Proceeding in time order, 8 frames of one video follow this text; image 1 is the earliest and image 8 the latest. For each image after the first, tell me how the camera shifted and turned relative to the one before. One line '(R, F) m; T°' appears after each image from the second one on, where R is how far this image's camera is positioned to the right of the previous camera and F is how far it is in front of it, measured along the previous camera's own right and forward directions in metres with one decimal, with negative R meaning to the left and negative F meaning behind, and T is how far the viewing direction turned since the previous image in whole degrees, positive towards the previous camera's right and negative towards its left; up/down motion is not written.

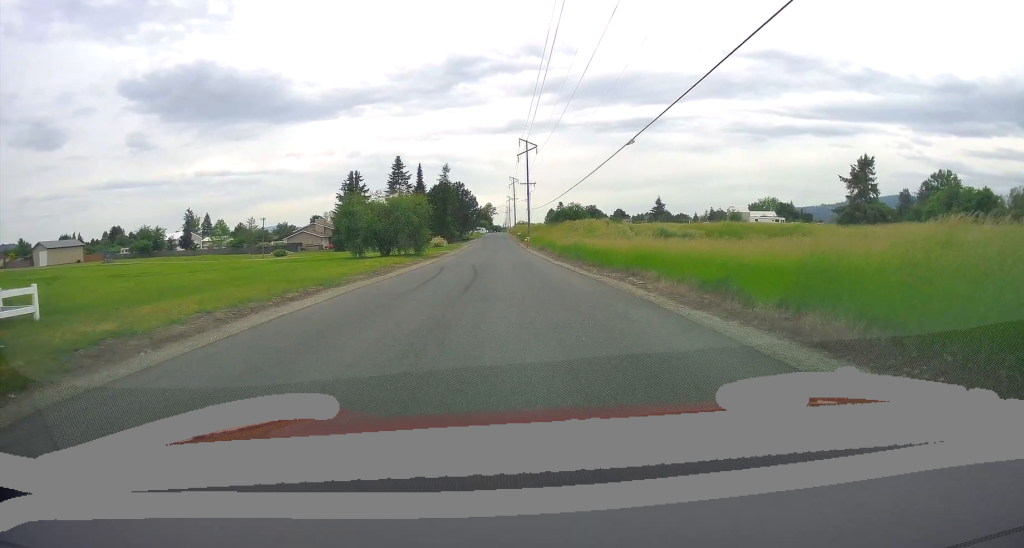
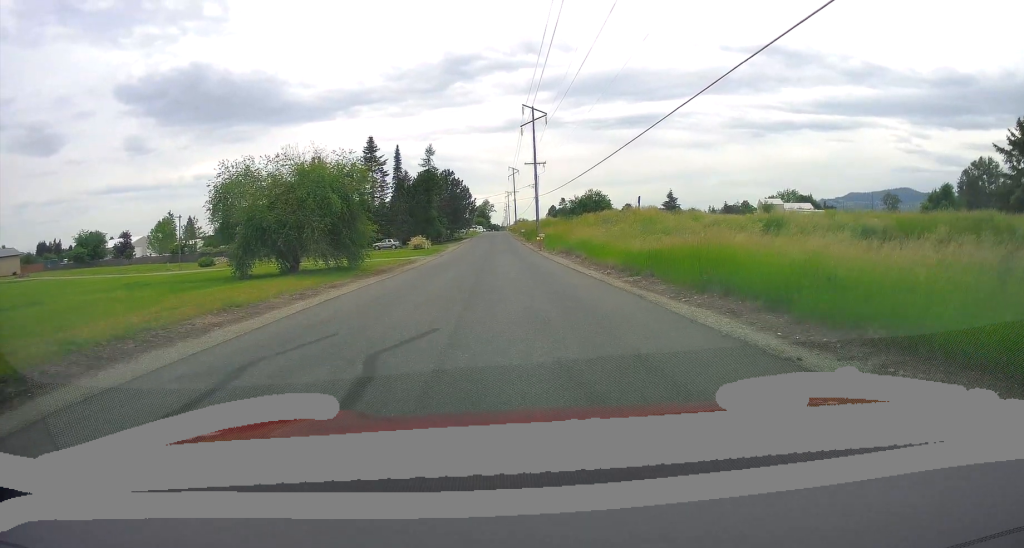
(0.0, +26.2) m; 0°
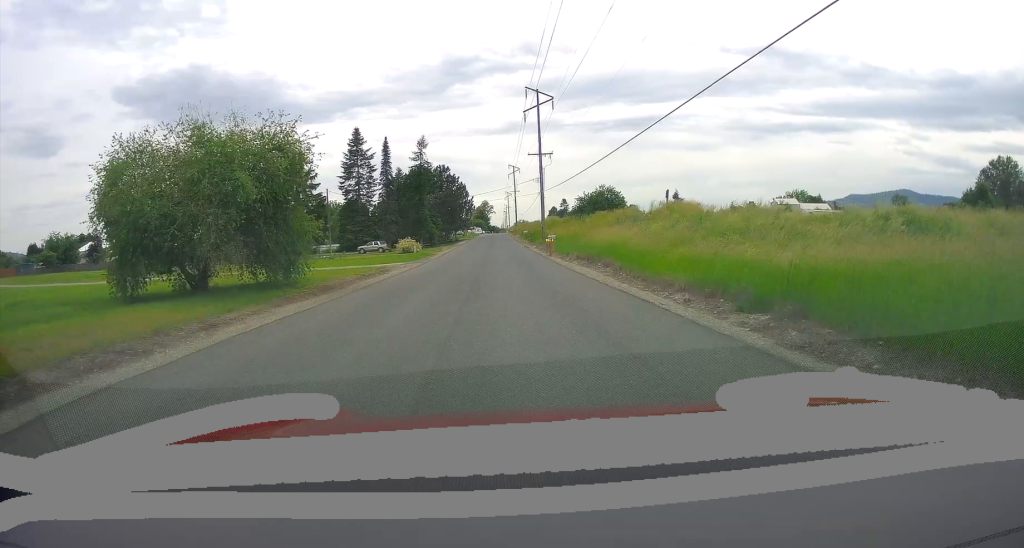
(-0.4, +10.7) m; 0°
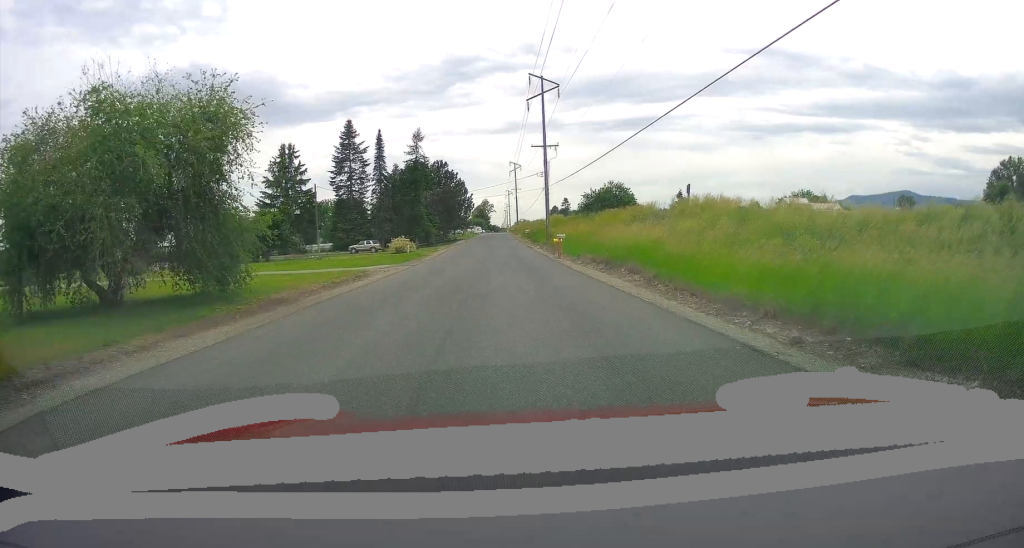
(+0.3, +5.6) m; 0°
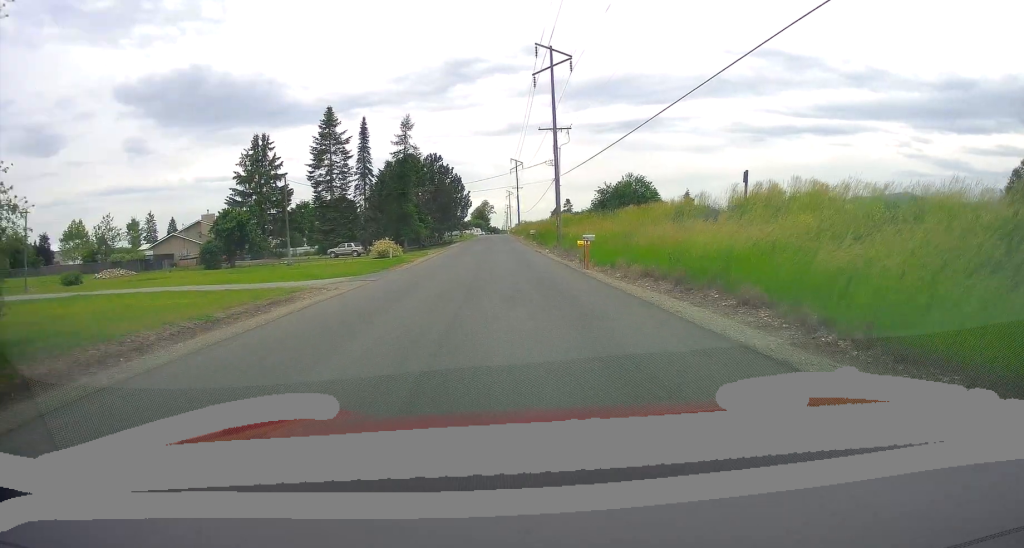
(-0.2, +10.7) m; -2°
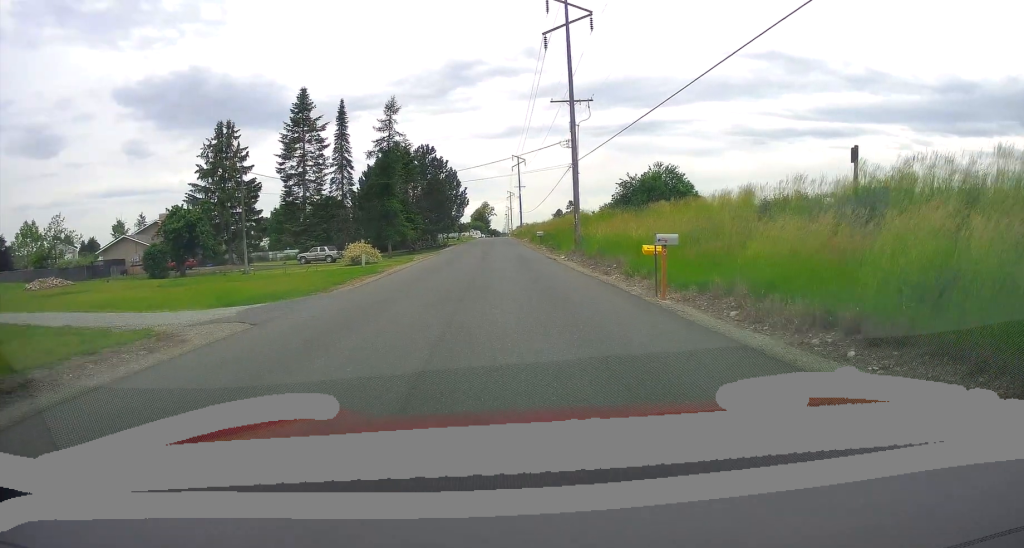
(-0.2, +11.6) m; 0°
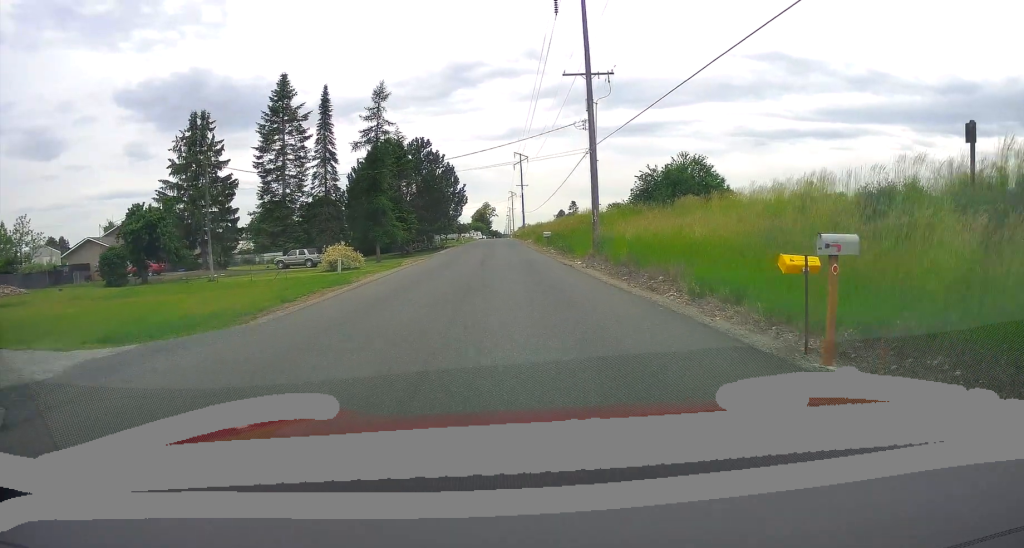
(+0.1, +6.9) m; +1°
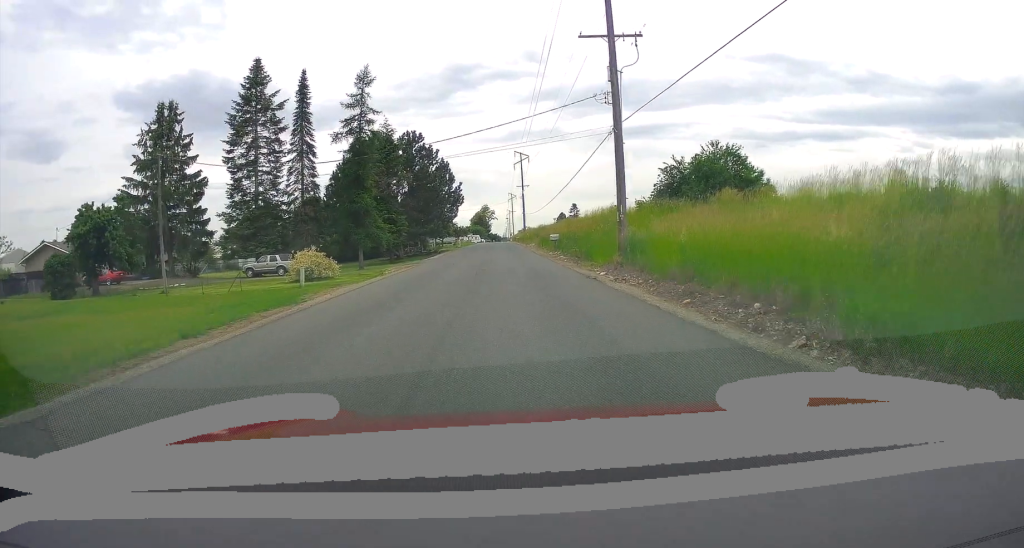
(+0.2, +6.9) m; 0°
